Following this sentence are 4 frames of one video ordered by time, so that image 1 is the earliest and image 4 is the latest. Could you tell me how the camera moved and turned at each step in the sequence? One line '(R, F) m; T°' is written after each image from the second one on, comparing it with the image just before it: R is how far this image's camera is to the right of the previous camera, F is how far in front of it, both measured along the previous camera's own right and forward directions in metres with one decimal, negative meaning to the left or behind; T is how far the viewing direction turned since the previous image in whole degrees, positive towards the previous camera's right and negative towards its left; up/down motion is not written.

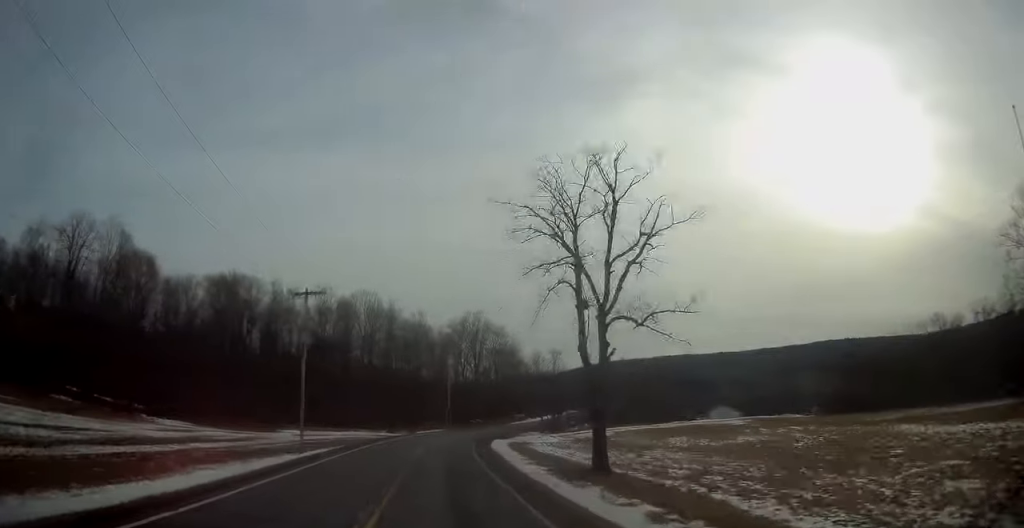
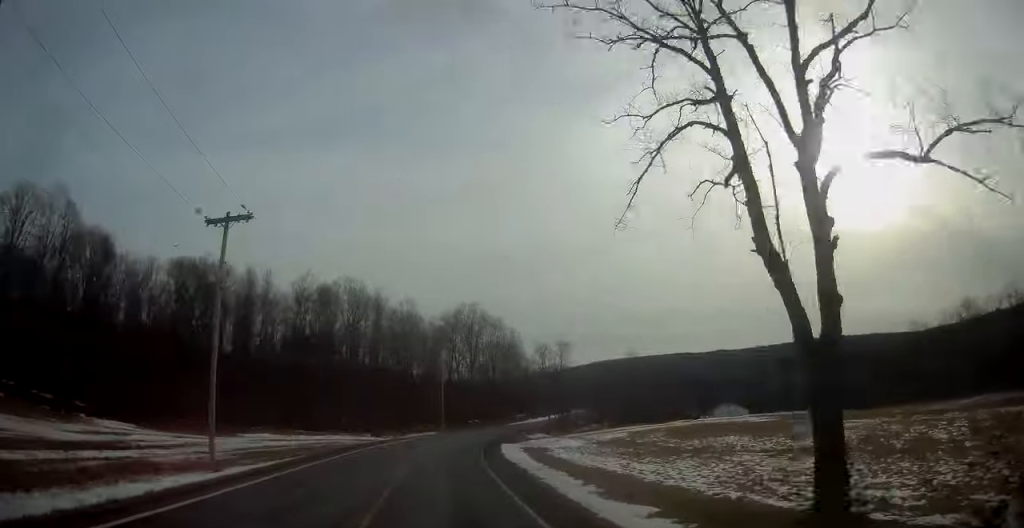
(0.0, +13.9) m; +1°
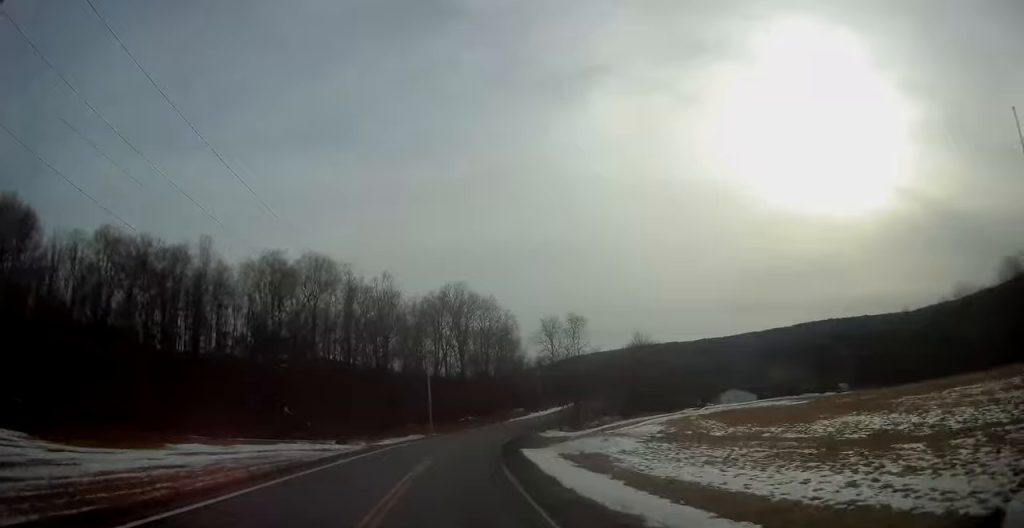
(+0.4, +19.6) m; +1°
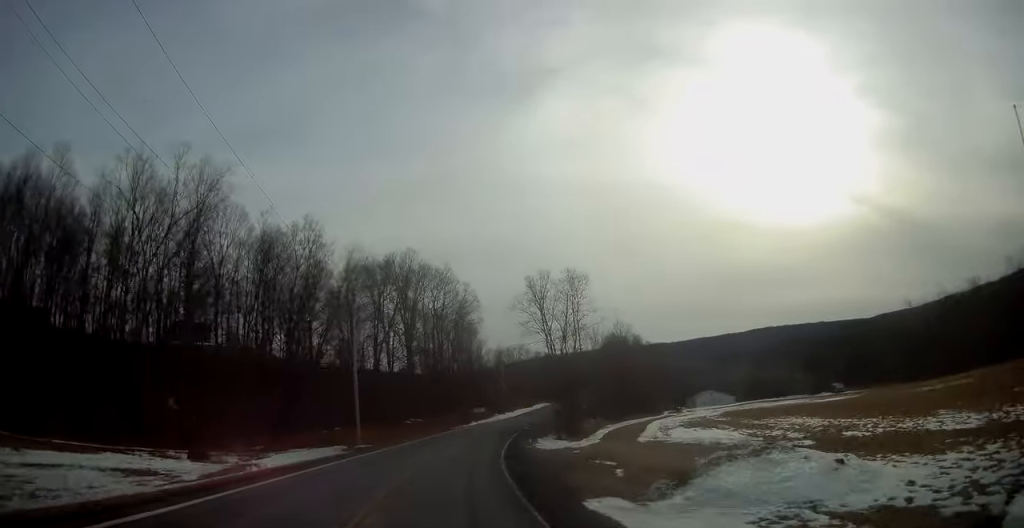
(+0.3, +27.0) m; +4°
